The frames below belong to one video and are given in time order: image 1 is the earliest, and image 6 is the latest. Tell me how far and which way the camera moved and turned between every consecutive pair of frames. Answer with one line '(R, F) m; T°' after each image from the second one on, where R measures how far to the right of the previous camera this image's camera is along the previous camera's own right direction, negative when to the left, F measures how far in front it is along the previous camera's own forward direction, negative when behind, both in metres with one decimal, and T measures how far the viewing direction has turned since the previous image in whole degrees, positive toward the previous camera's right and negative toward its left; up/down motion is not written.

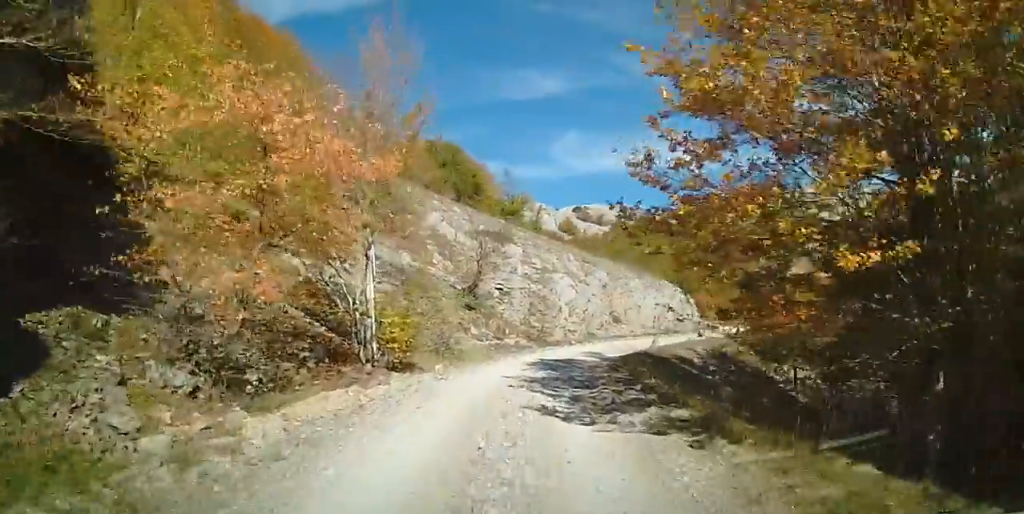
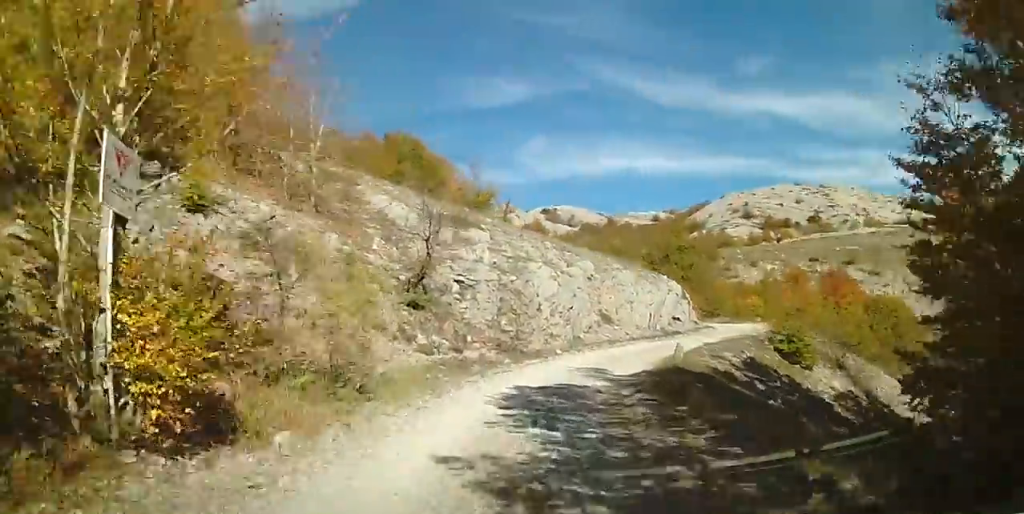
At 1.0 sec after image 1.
(+0.3, +7.1) m; +6°
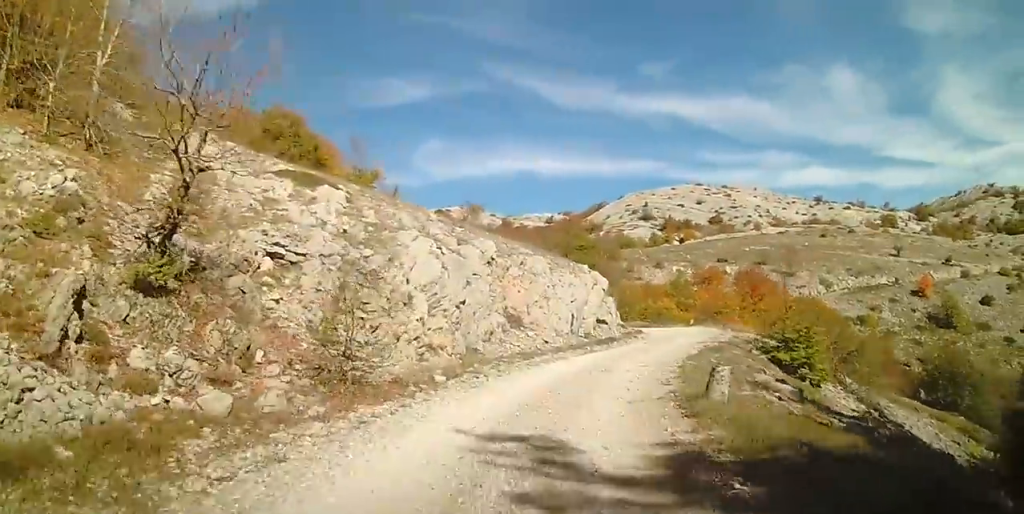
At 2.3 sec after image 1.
(+0.6, +9.5) m; +8°
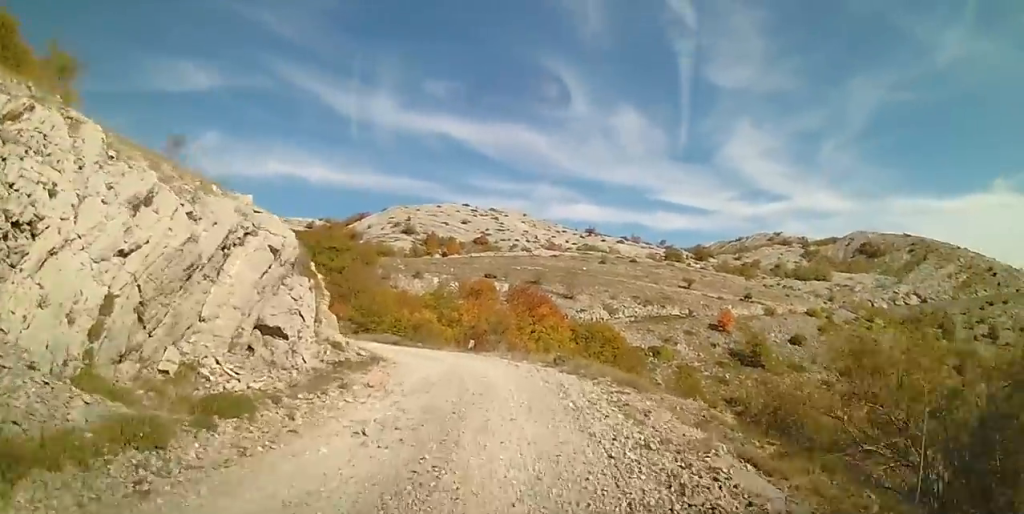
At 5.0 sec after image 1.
(+4.3, +18.6) m; +22°
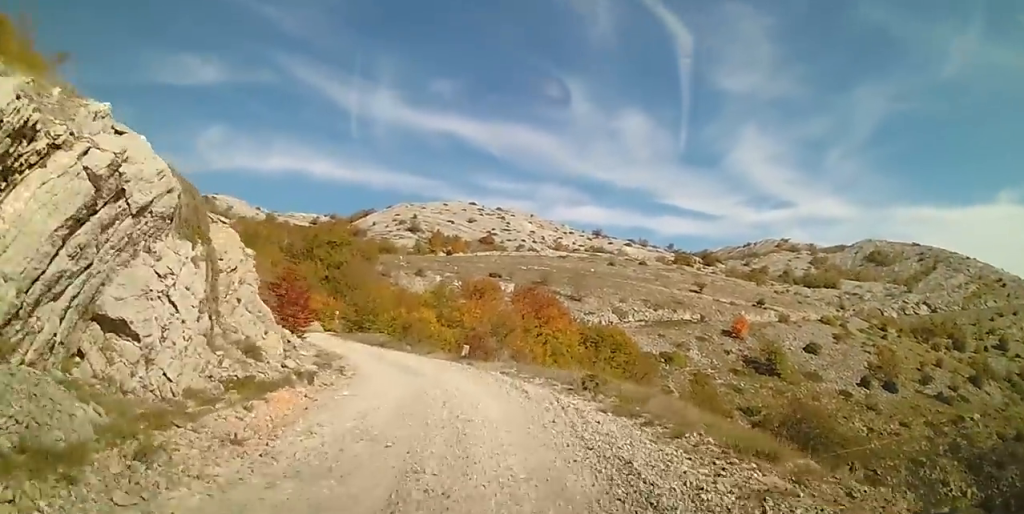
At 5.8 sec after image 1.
(+0.3, +5.9) m; -2°
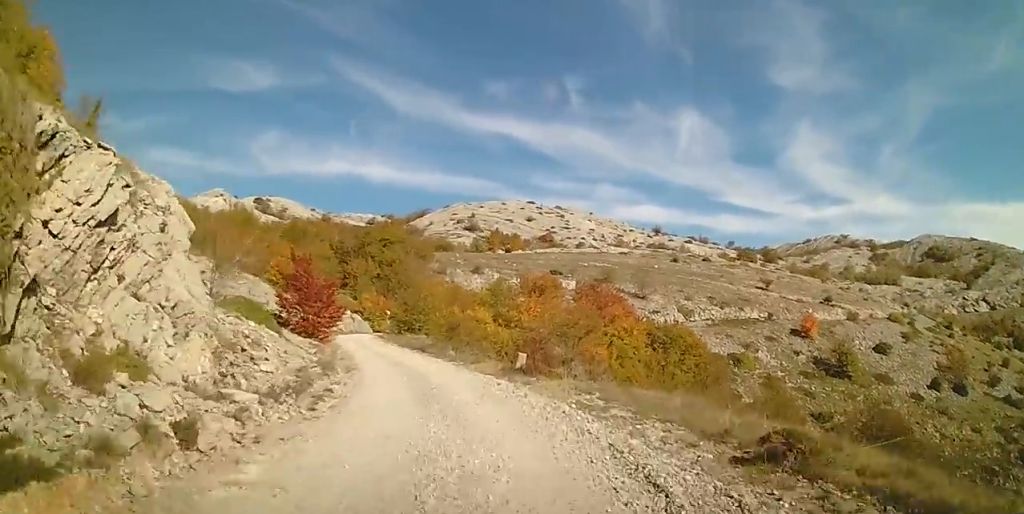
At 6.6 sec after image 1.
(-0.4, +6.0) m; -4°
